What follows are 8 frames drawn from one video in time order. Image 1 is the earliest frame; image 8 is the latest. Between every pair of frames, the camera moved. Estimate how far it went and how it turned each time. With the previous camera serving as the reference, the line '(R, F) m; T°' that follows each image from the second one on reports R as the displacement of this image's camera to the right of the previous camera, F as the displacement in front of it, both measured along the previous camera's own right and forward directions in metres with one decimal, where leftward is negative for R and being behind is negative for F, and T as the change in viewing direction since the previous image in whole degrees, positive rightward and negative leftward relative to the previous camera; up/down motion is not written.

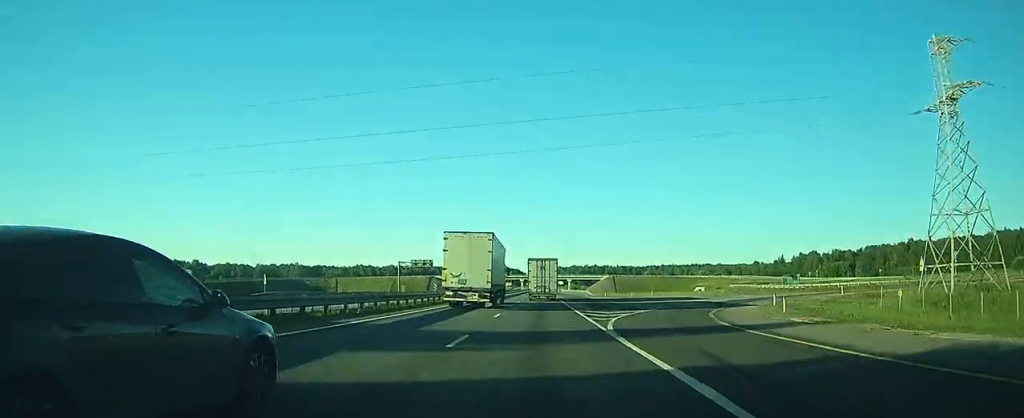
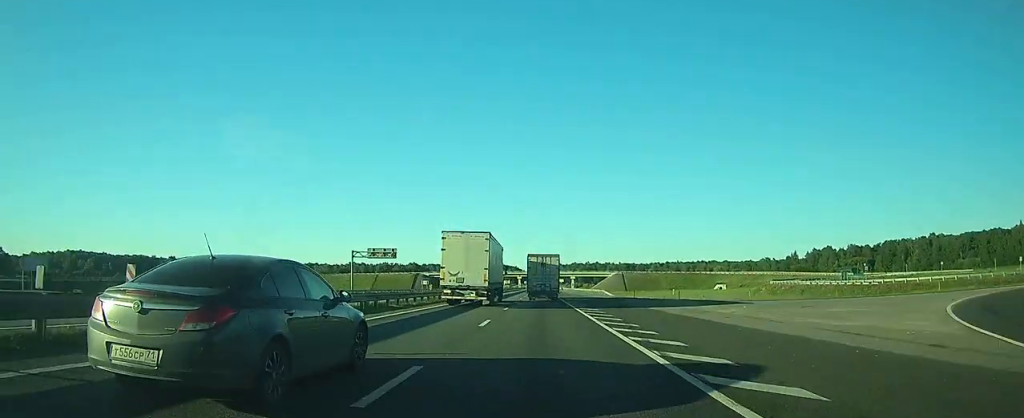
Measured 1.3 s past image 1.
(+0.1, +30.2) m; 0°
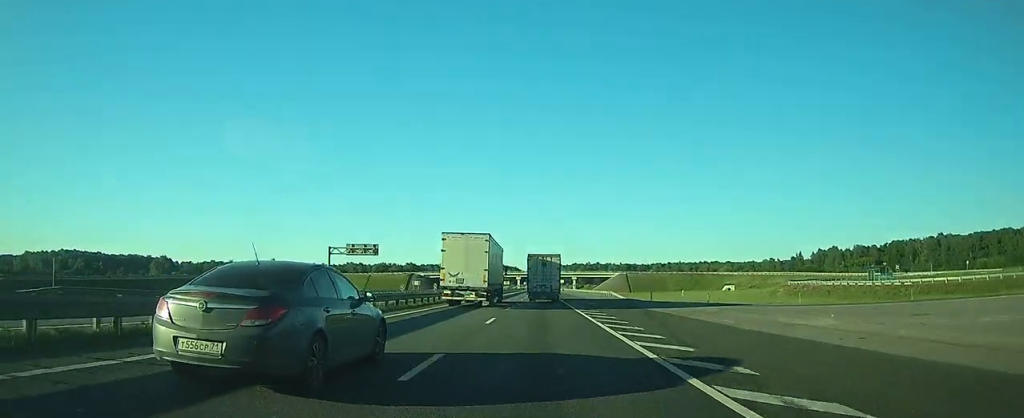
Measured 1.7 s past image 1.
(0.0, +10.3) m; 0°
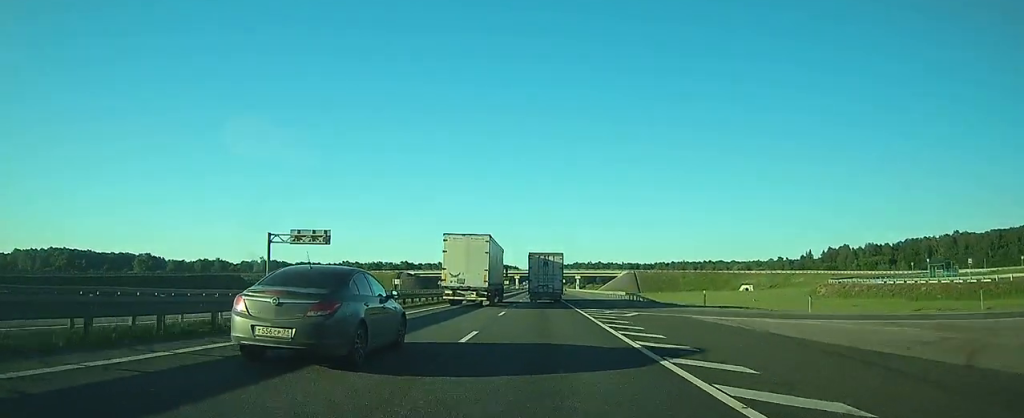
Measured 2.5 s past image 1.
(0.0, +19.0) m; 0°
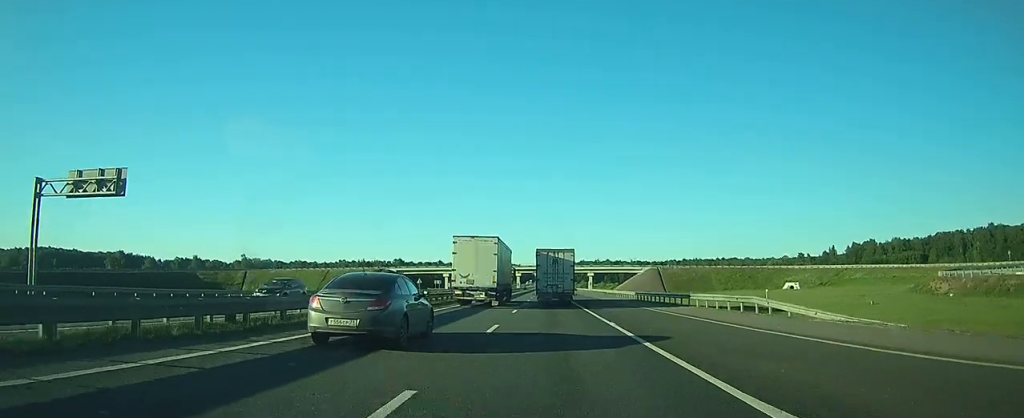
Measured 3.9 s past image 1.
(-0.1, +33.1) m; 0°
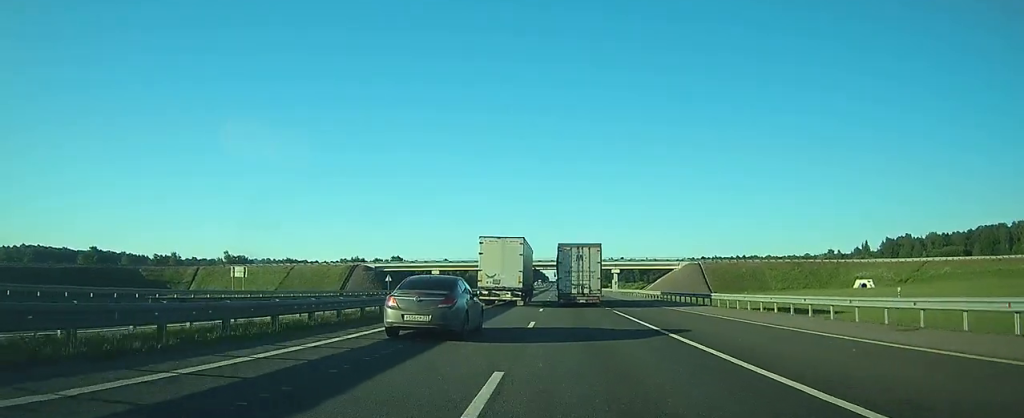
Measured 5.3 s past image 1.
(-0.2, +34.0) m; -1°
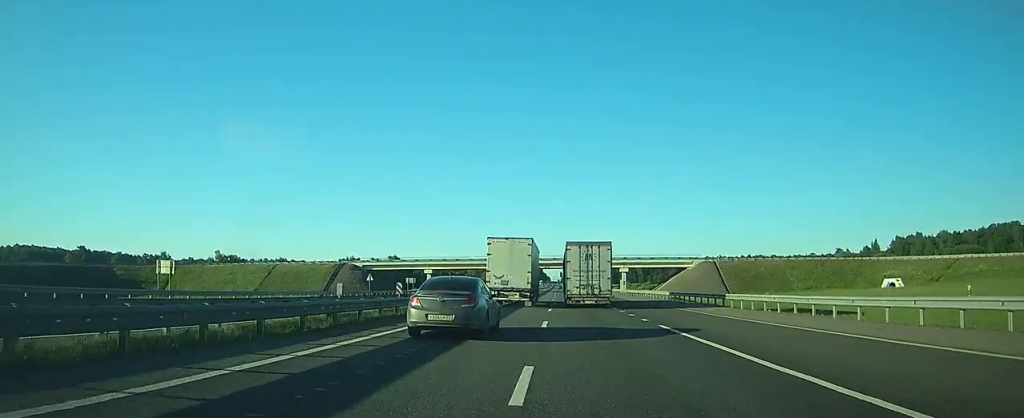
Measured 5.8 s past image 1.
(0.0, +11.1) m; 0°
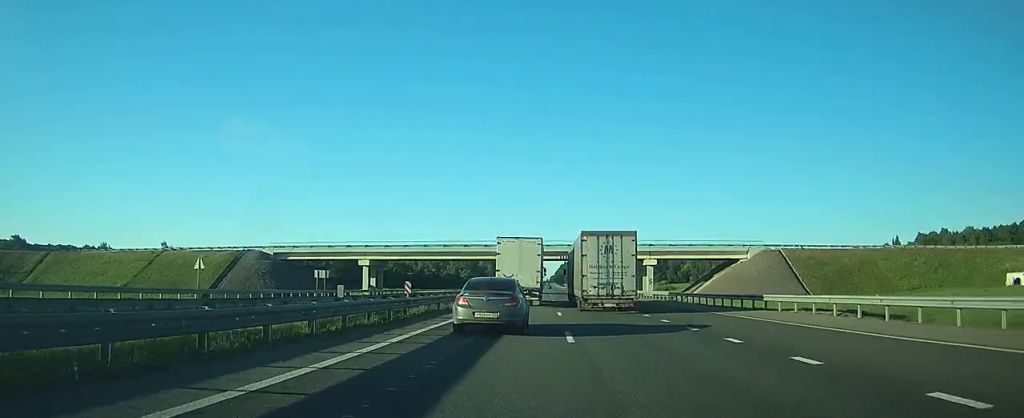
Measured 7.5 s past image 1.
(-0.1, +40.8) m; 0°
